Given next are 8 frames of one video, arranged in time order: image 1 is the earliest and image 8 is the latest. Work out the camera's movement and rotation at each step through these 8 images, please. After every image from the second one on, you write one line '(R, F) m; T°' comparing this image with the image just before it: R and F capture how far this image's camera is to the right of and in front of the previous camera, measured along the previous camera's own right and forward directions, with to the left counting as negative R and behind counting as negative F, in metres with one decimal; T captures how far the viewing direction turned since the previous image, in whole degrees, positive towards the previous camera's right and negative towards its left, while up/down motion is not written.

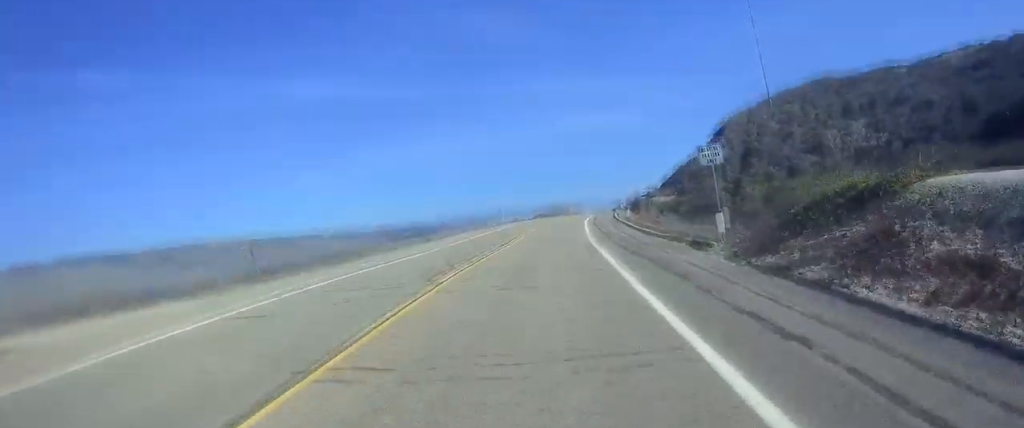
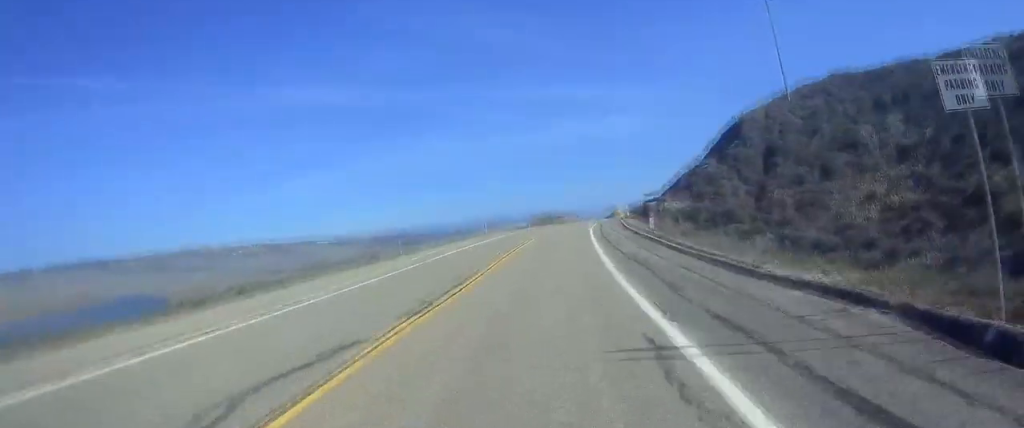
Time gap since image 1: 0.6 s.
(0.0, +13.9) m; +1°
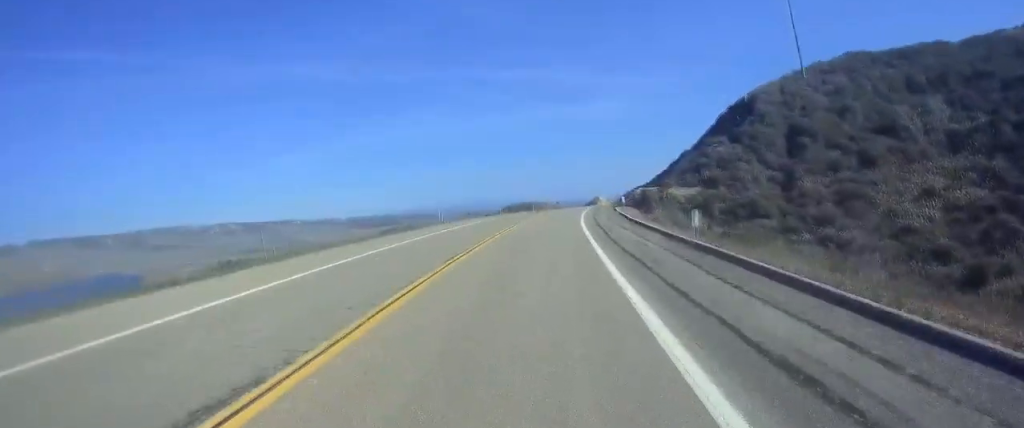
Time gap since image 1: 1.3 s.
(+0.1, +15.3) m; +1°
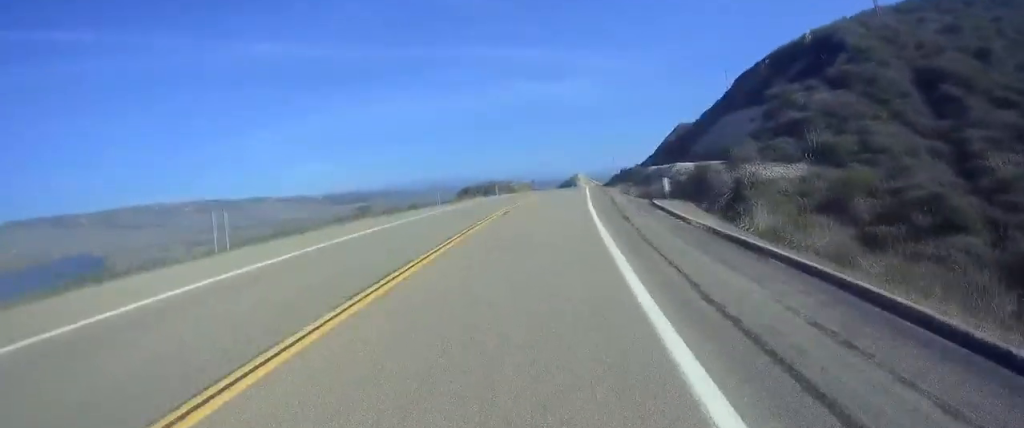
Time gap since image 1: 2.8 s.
(+0.8, +32.5) m; +1°
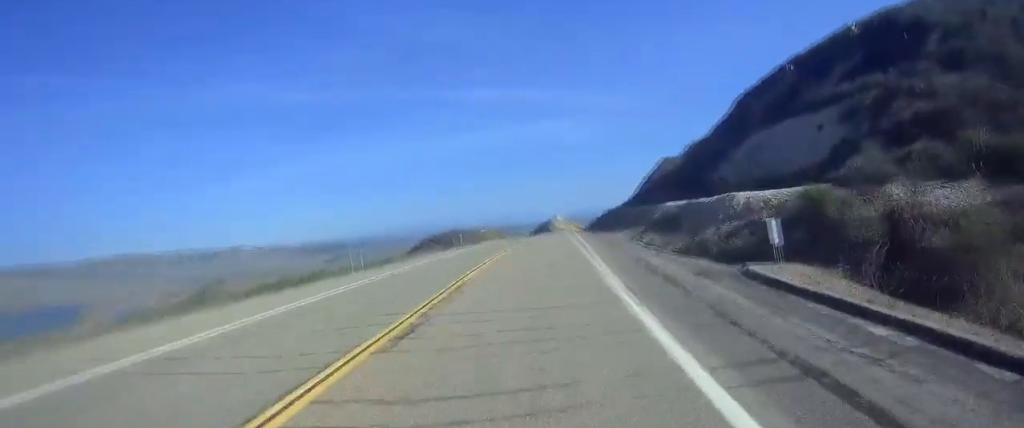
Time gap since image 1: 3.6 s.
(0.0, +16.8) m; +1°
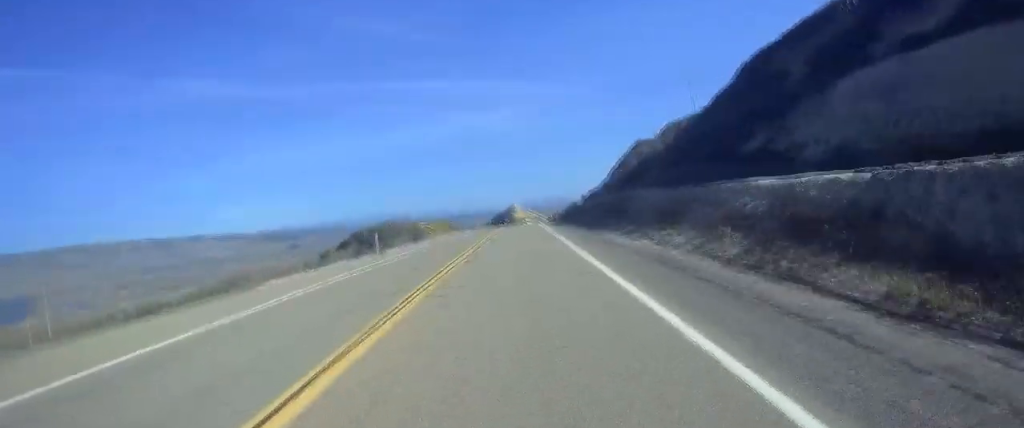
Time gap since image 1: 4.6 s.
(+0.5, +22.0) m; +3°
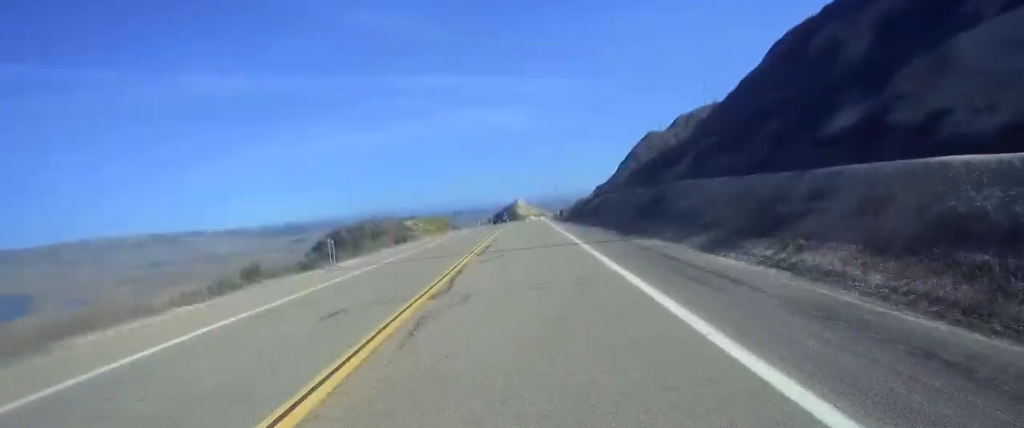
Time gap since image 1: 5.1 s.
(+0.2, +11.0) m; +1°
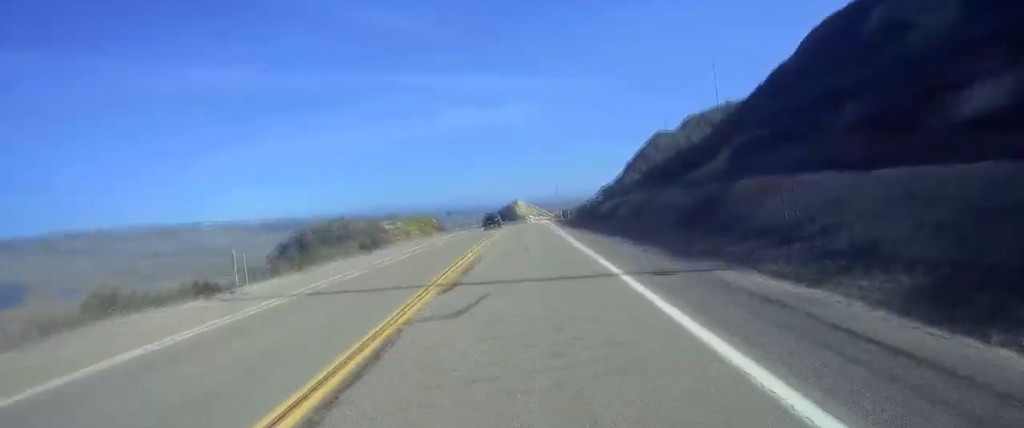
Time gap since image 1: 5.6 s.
(0.0, +10.1) m; 0°
